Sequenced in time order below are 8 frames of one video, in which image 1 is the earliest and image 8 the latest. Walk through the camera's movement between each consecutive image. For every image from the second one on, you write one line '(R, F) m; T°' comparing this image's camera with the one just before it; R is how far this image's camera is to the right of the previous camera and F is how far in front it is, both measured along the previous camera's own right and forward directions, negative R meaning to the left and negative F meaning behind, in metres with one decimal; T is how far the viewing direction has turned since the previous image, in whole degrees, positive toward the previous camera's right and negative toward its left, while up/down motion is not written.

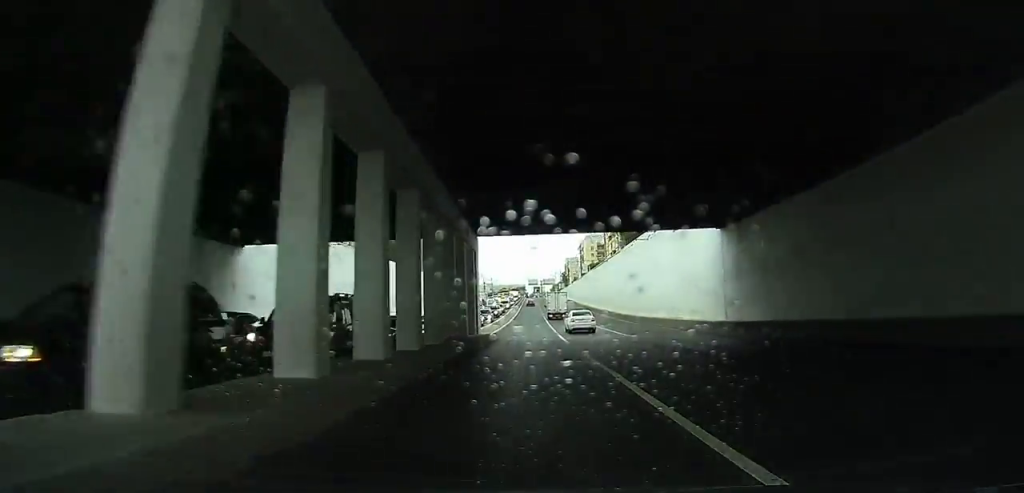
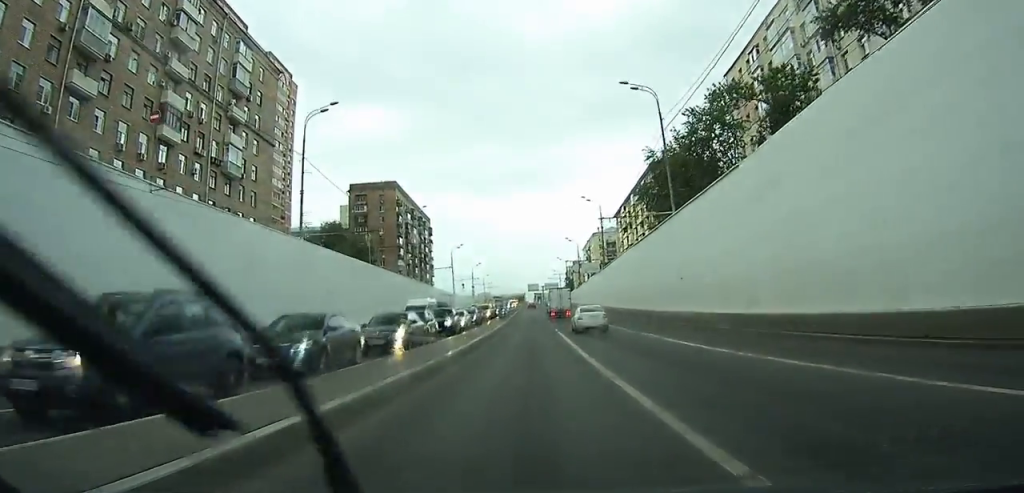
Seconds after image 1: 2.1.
(-0.3, +39.3) m; 0°
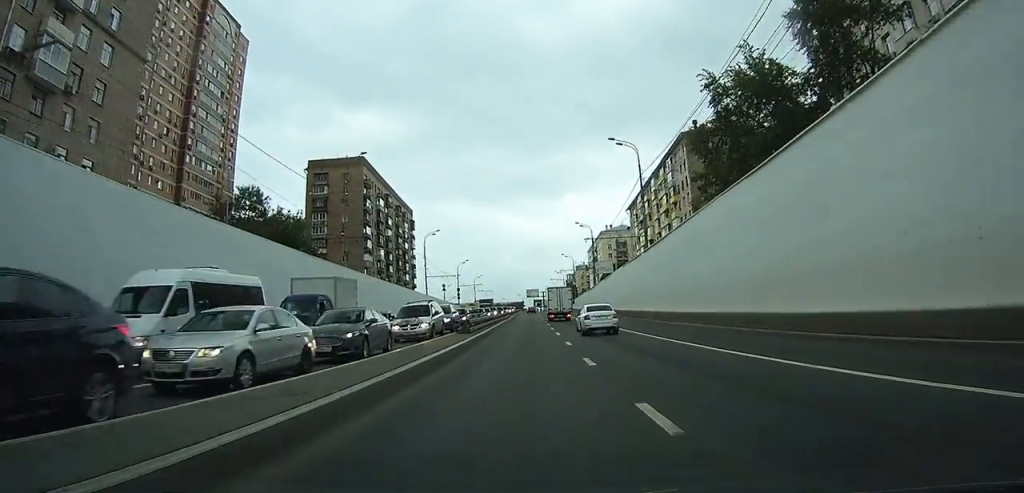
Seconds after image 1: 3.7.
(+0.4, +30.9) m; +1°
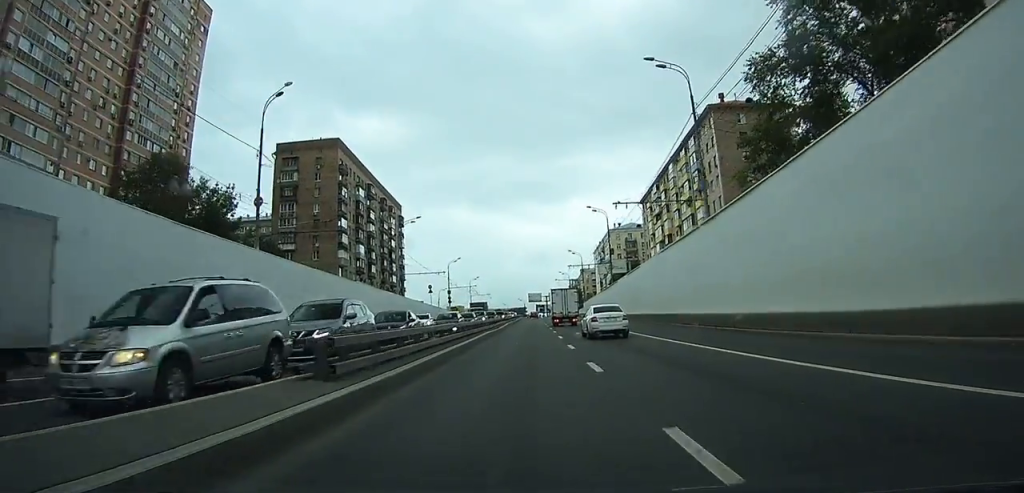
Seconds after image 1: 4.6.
(+0.1, +18.0) m; 0°
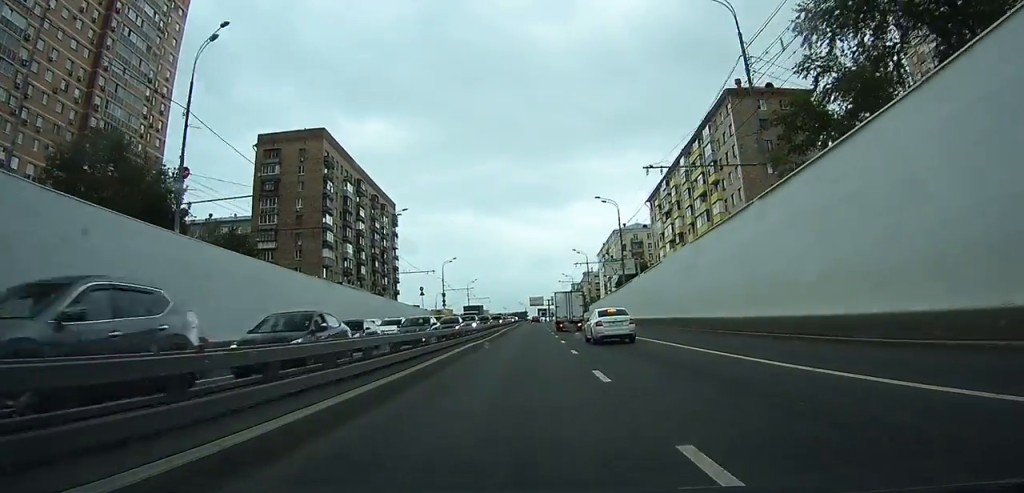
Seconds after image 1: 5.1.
(0.0, +9.0) m; 0°
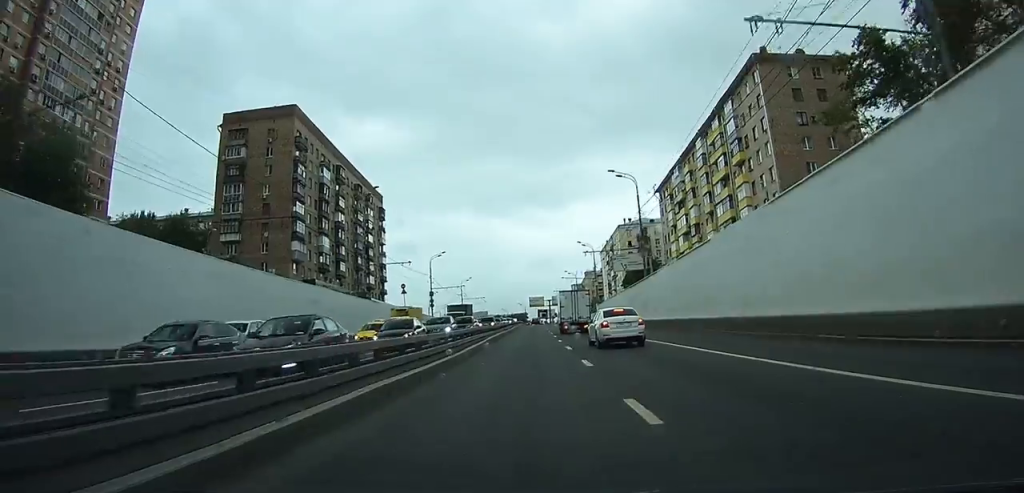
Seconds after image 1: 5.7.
(+0.1, +12.7) m; 0°
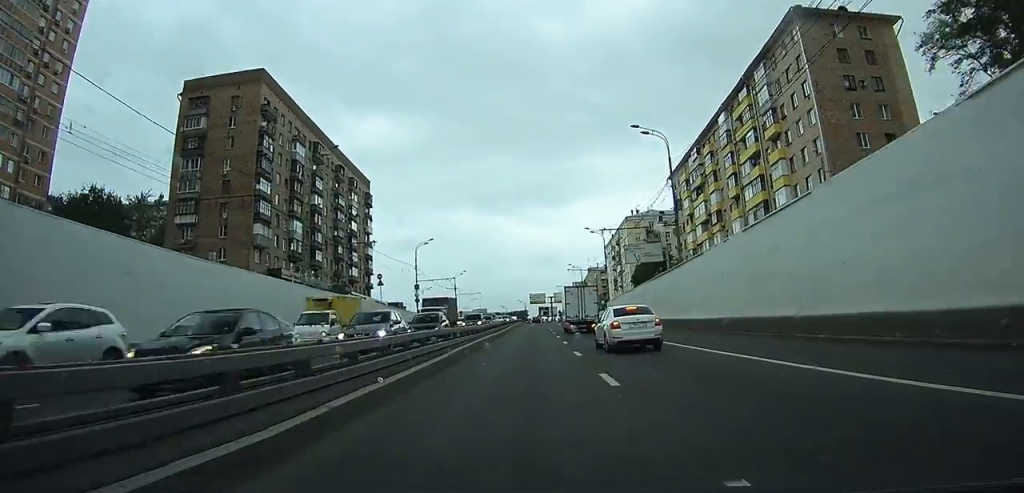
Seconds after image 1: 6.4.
(0.0, +12.6) m; 0°
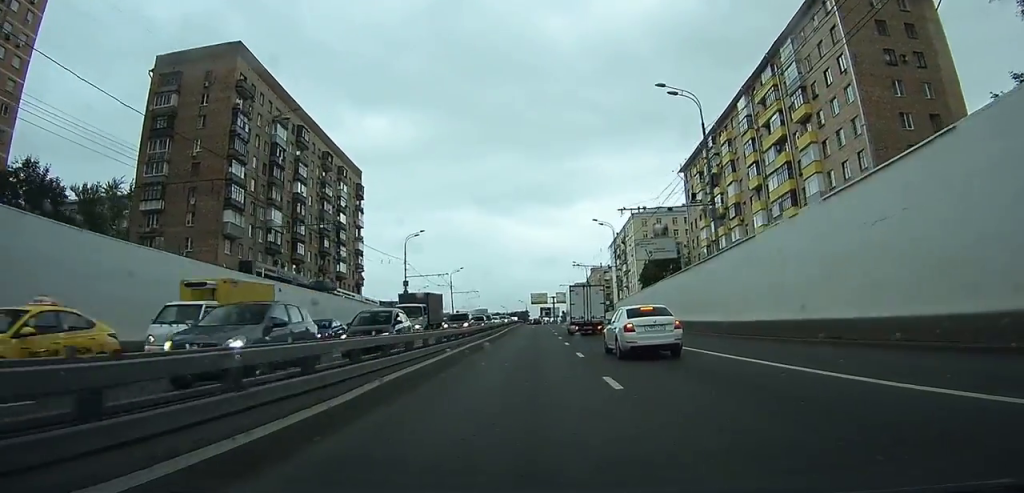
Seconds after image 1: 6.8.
(-0.1, +8.1) m; -1°
